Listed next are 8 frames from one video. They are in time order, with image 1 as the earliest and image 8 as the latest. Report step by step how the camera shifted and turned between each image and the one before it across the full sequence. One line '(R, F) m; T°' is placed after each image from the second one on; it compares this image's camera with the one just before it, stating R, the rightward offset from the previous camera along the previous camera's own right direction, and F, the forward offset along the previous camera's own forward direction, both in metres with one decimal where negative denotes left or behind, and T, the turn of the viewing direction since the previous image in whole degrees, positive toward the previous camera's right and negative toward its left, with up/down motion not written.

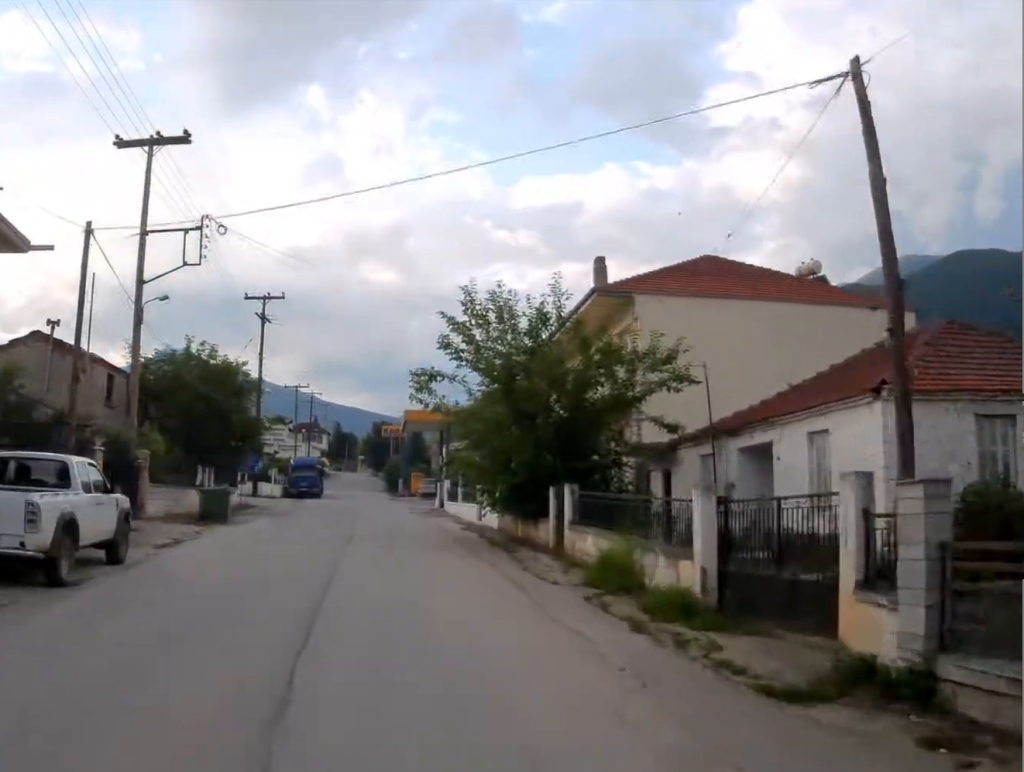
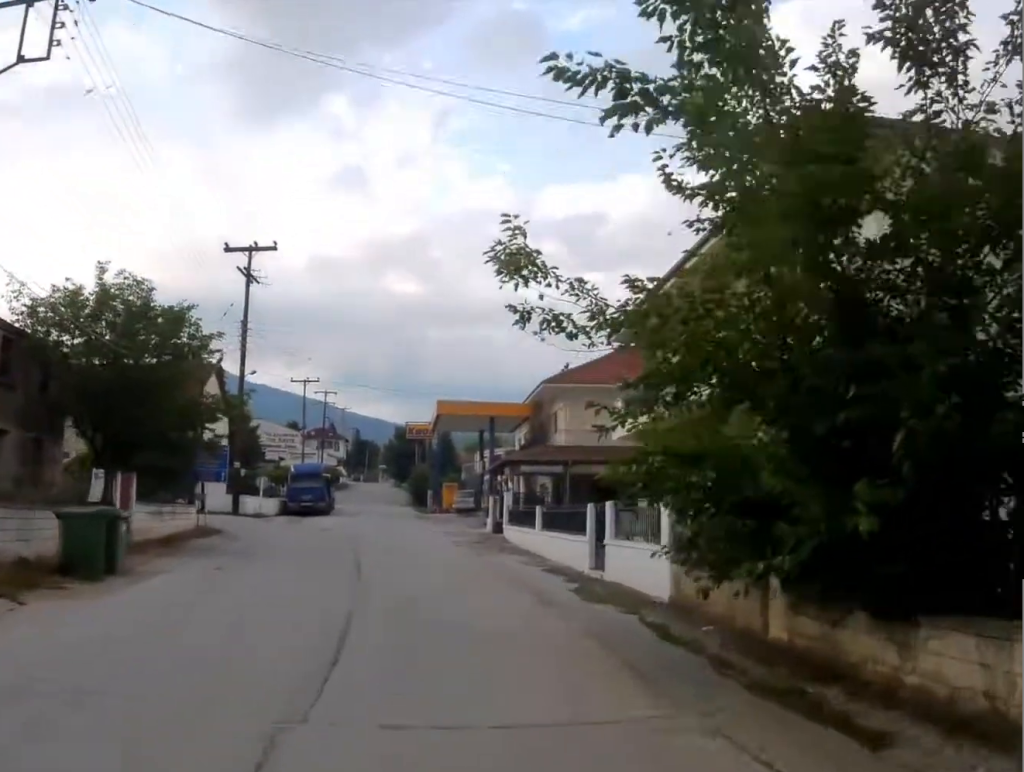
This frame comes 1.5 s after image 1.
(+1.8, +15.8) m; +4°
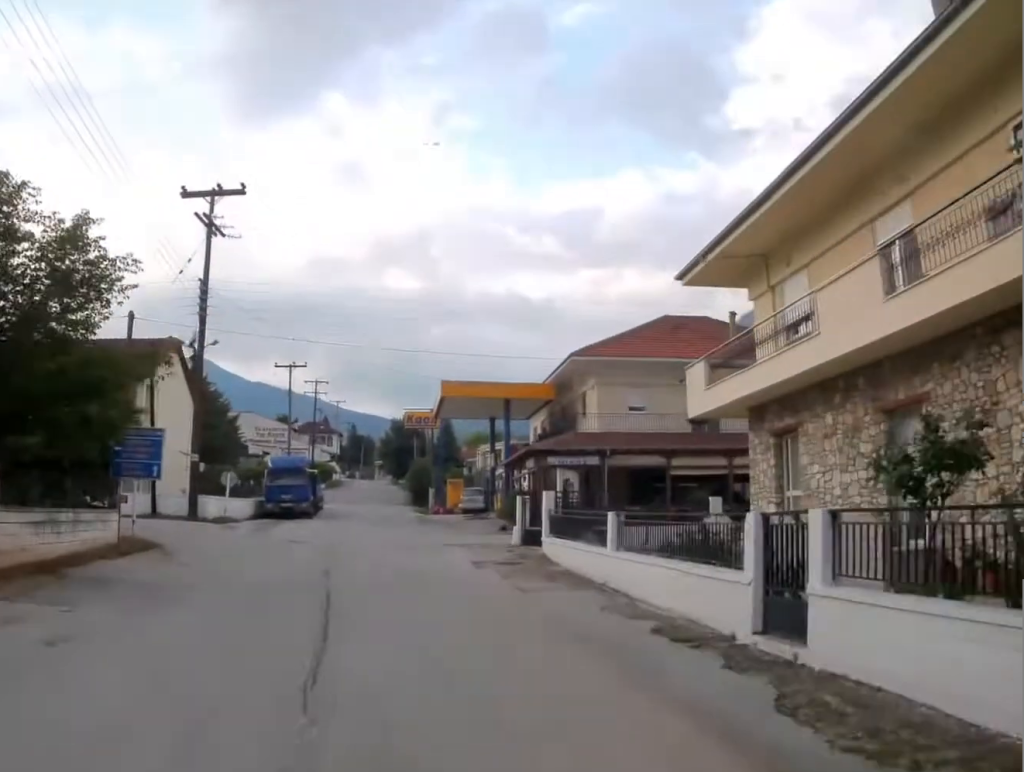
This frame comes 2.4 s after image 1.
(-0.3, +8.0) m; -9°
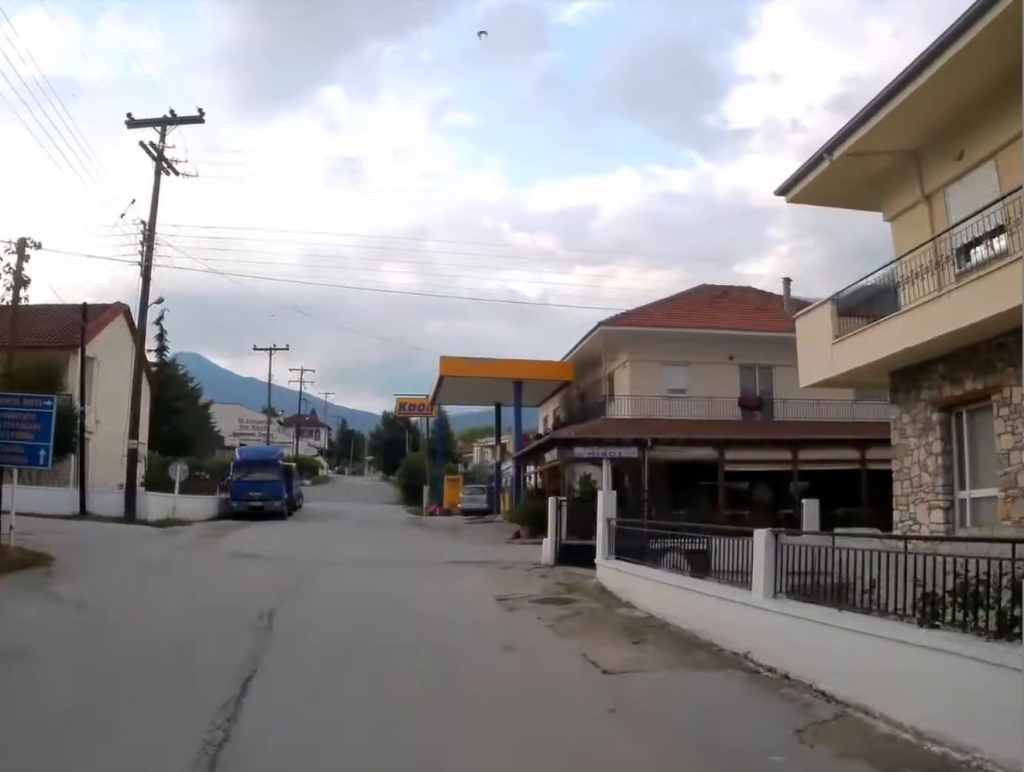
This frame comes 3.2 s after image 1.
(-1.2, +5.9) m; -5°
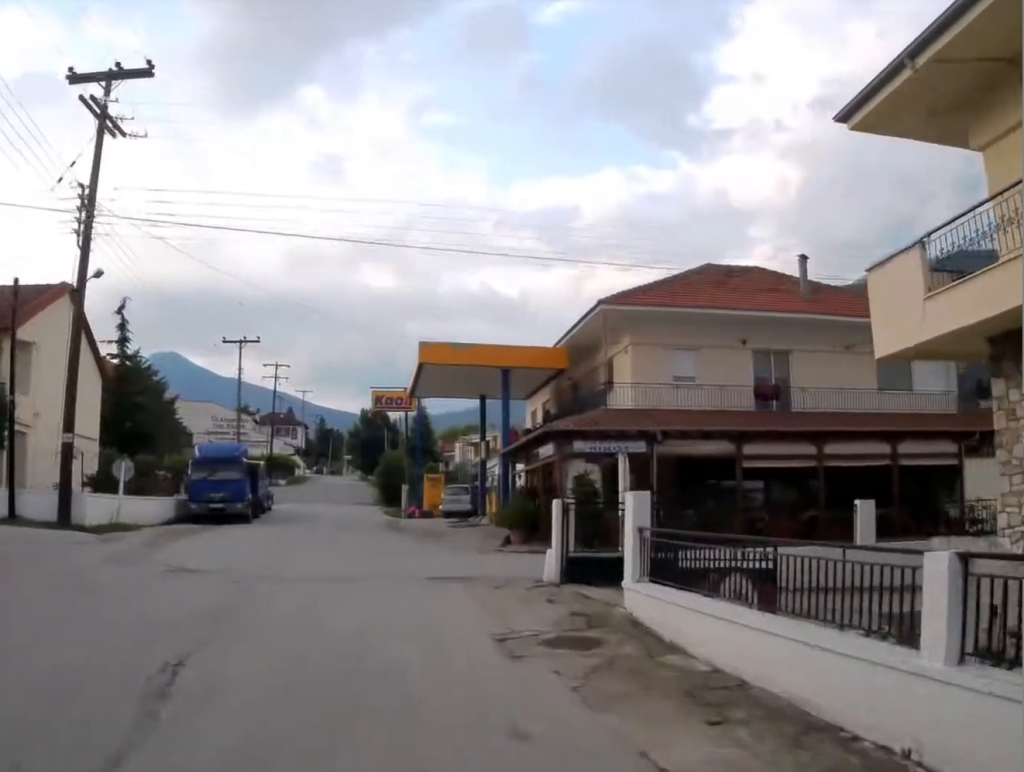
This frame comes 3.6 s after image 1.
(+0.4, +3.1) m; +5°
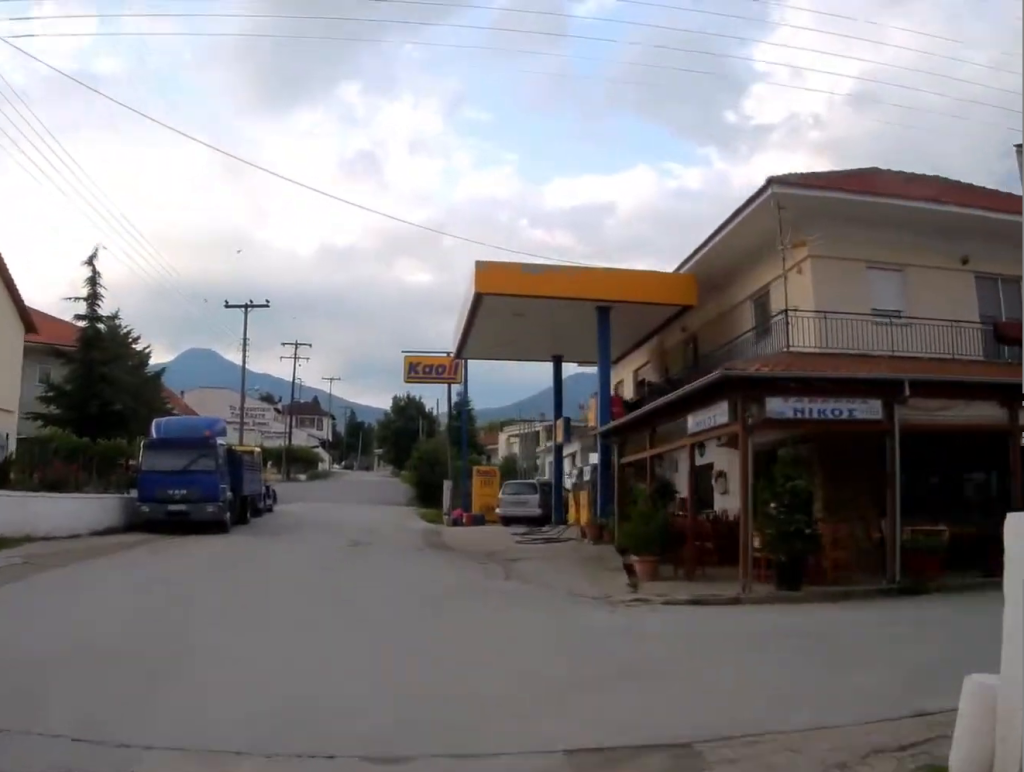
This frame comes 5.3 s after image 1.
(+0.9, +10.7) m; -2°
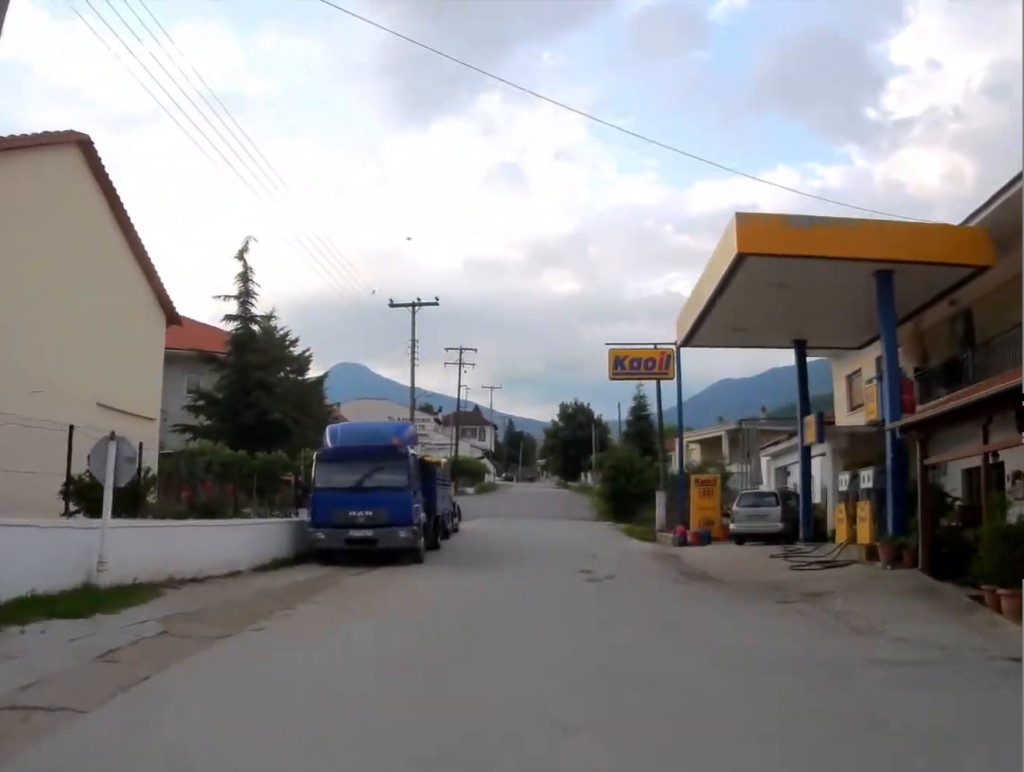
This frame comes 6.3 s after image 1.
(-0.7, +5.4) m; -18°
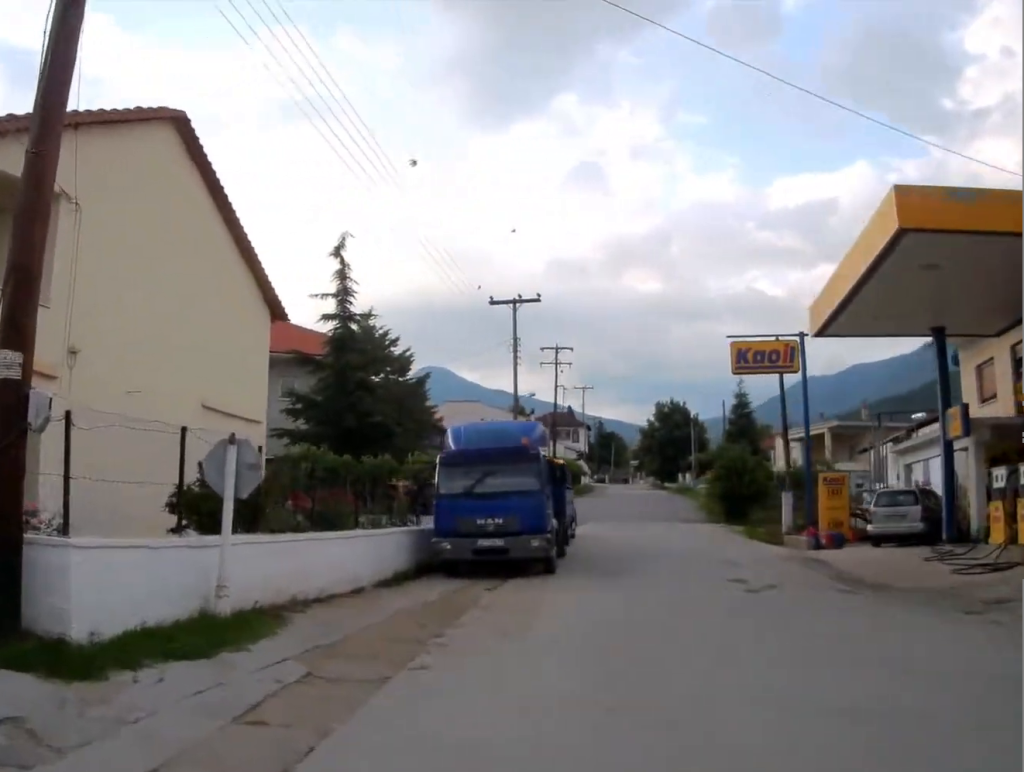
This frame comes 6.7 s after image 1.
(-0.1, +2.3) m; -10°
